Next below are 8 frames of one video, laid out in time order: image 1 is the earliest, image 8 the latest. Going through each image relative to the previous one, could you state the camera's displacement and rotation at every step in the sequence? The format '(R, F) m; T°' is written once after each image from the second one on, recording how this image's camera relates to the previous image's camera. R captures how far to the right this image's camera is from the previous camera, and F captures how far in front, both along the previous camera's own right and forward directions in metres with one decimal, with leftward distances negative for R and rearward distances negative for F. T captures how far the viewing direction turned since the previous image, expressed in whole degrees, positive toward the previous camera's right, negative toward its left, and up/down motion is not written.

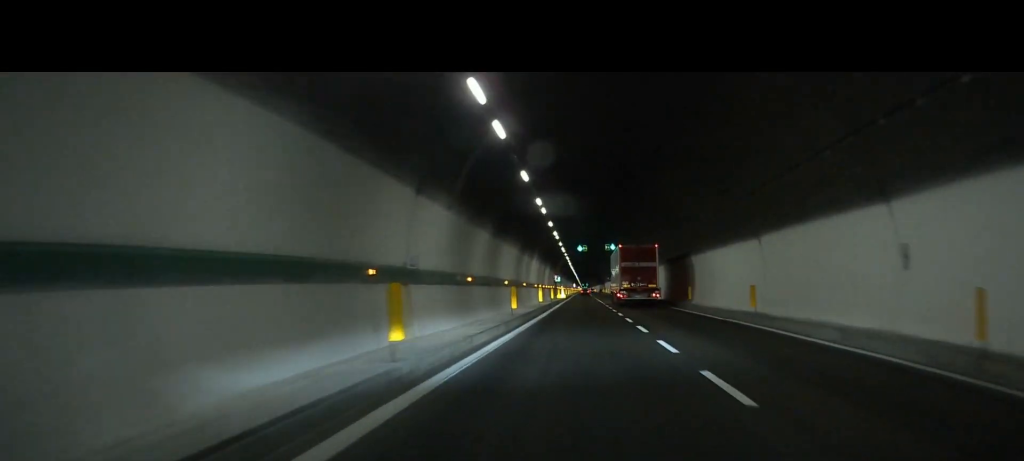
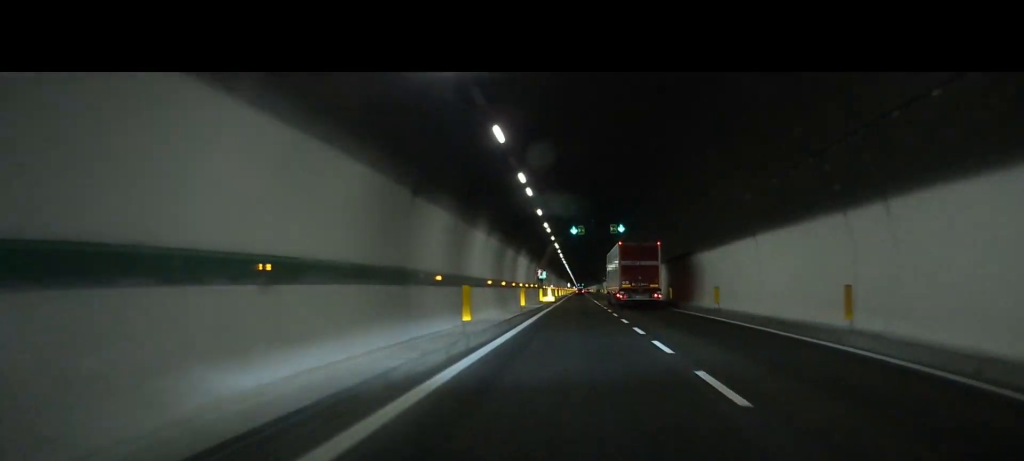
(0.0, +21.2) m; 0°
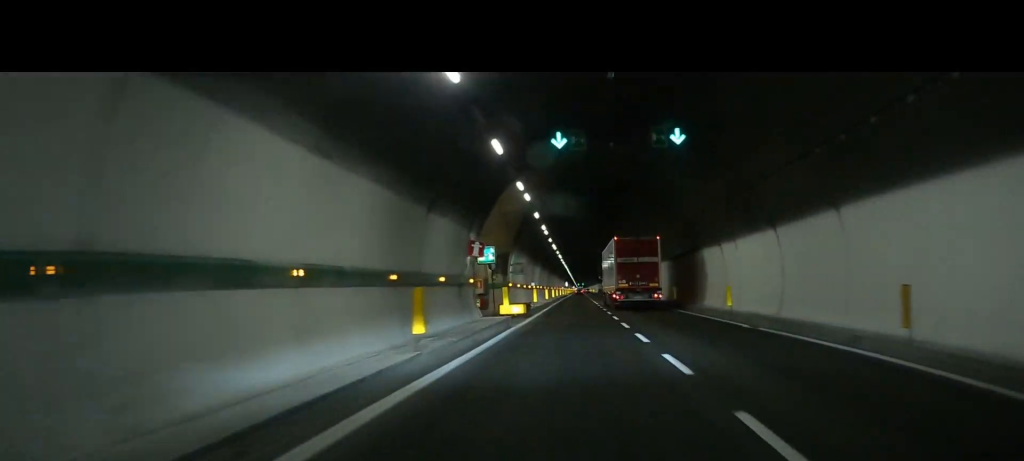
(0.0, +29.4) m; 0°
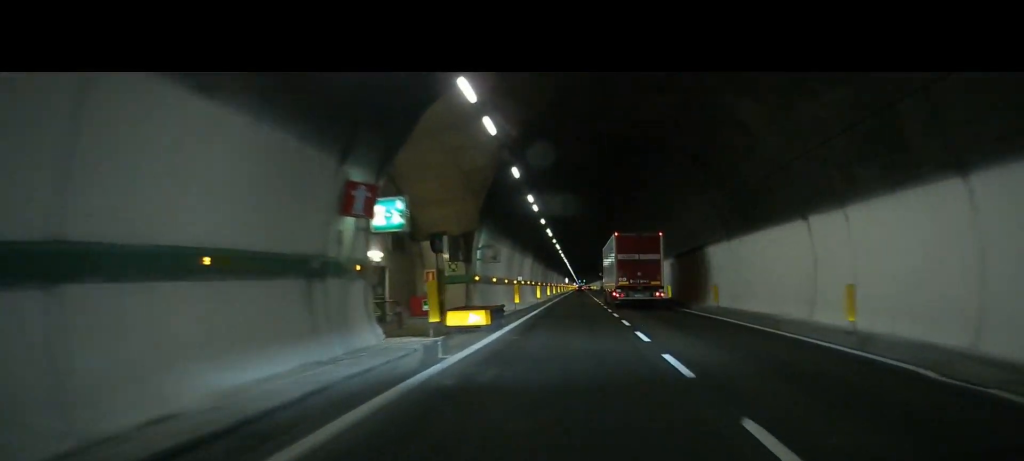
(0.0, +10.9) m; 0°
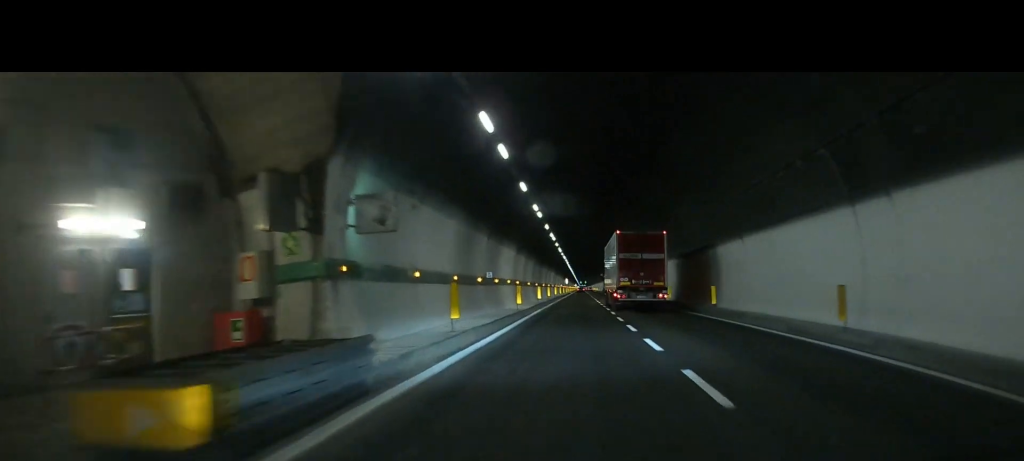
(0.0, +12.7) m; 0°
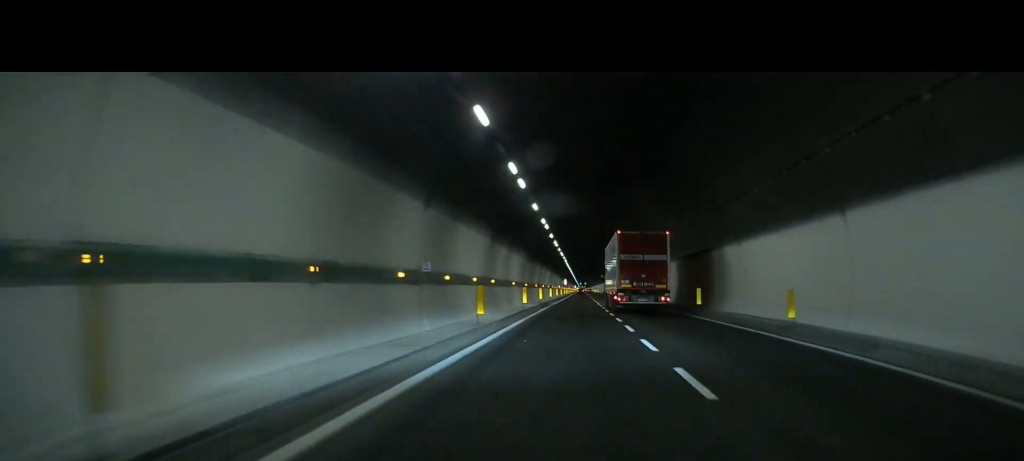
(0.0, +9.9) m; 0°
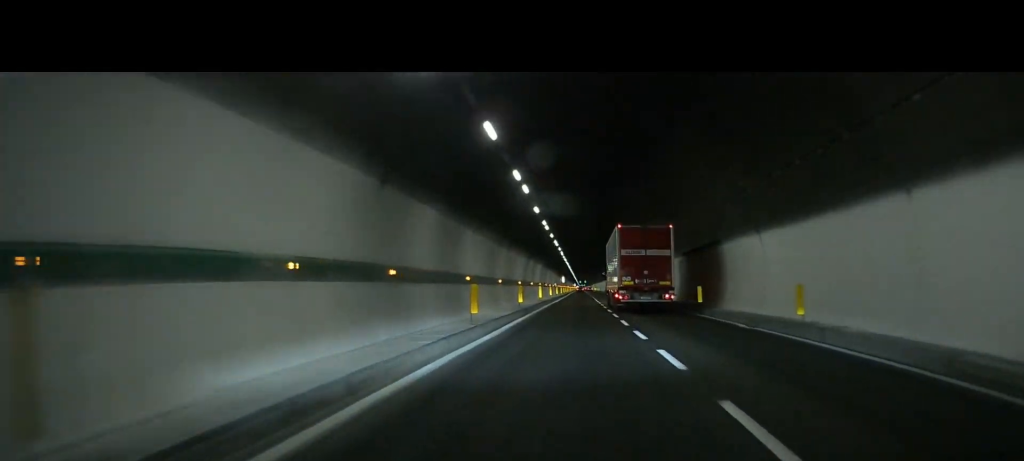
(0.0, +13.8) m; 0°
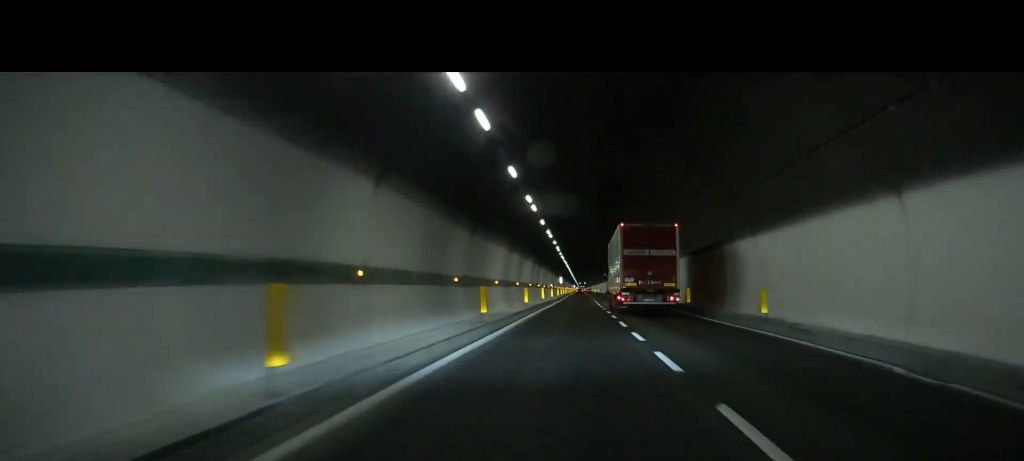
(0.0, +10.3) m; 0°
